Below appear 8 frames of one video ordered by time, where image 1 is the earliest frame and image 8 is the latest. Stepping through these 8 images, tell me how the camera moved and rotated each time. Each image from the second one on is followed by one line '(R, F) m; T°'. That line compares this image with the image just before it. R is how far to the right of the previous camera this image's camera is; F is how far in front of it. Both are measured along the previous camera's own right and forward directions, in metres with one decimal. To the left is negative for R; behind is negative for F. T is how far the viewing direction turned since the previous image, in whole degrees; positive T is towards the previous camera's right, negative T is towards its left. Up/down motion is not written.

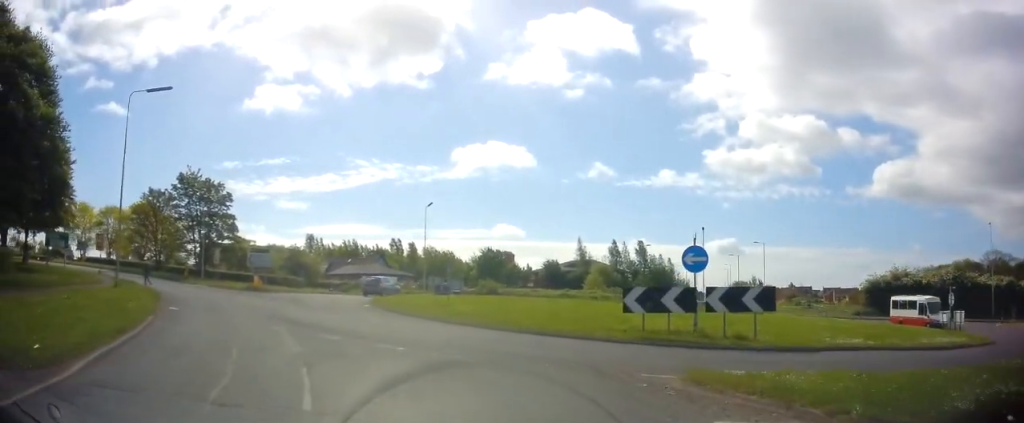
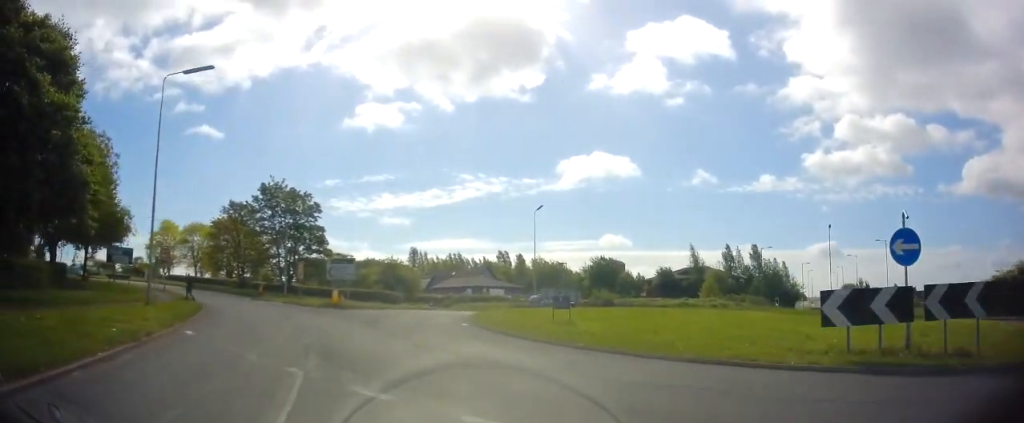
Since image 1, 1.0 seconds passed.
(-0.5, +5.7) m; -10°
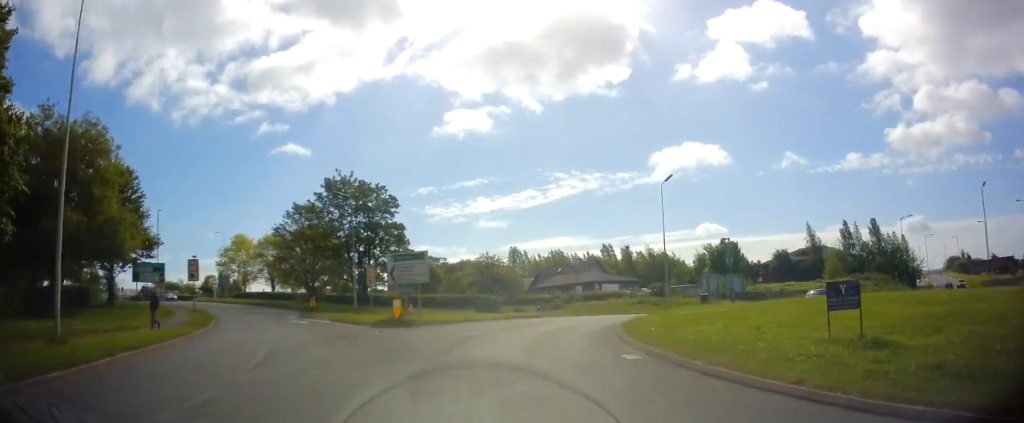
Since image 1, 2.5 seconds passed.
(-1.5, +10.8) m; -12°
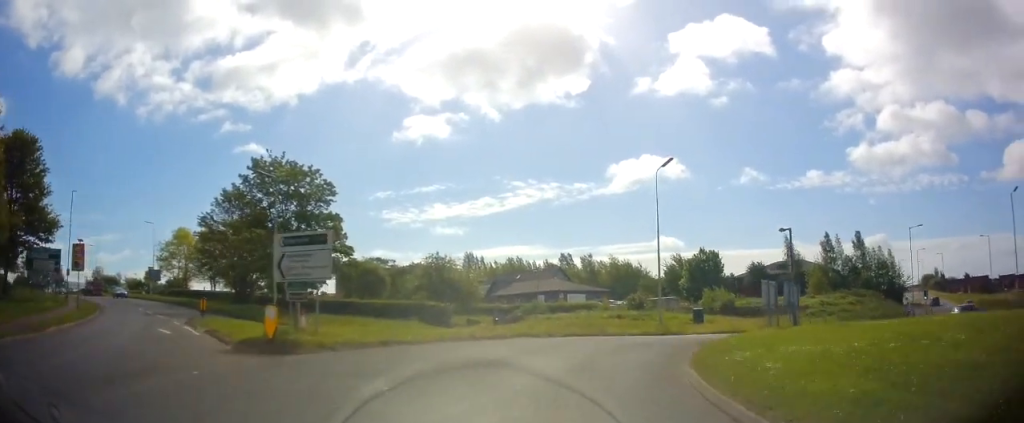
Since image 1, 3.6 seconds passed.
(-0.1, +9.3) m; +7°
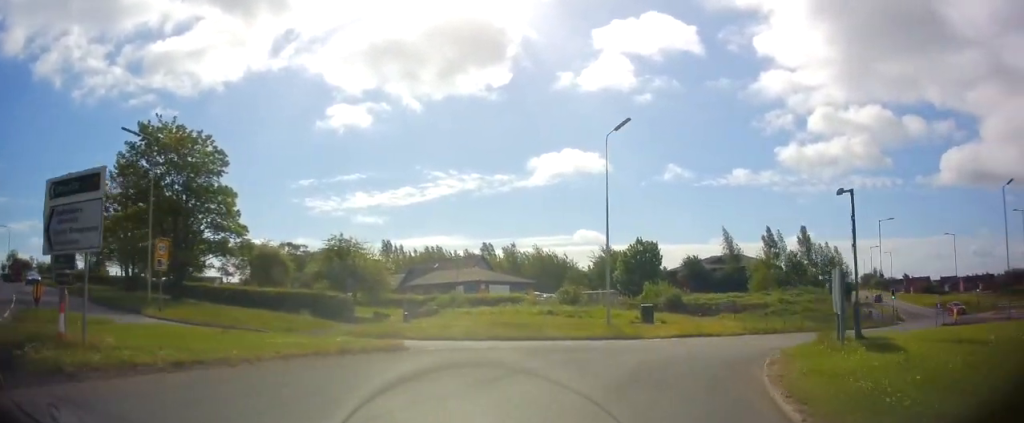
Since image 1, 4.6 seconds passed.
(+1.0, +7.1) m; +11°
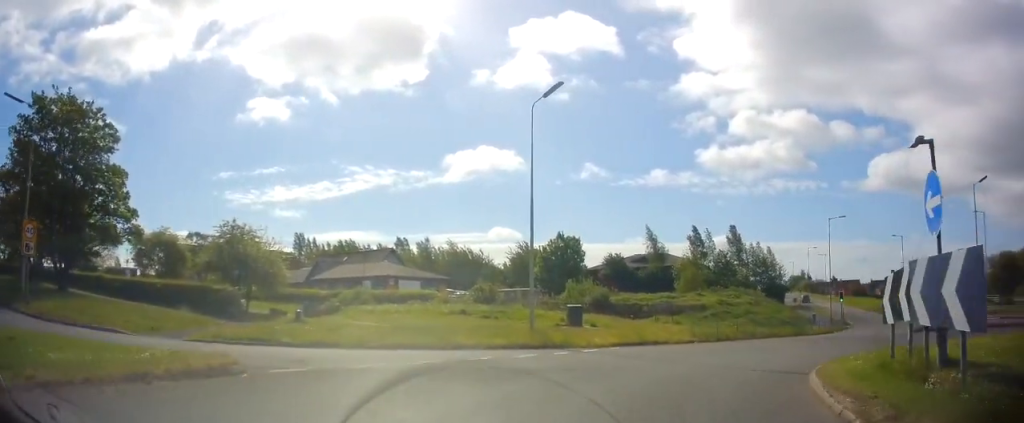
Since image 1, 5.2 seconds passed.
(+0.3, +4.8) m; +8°
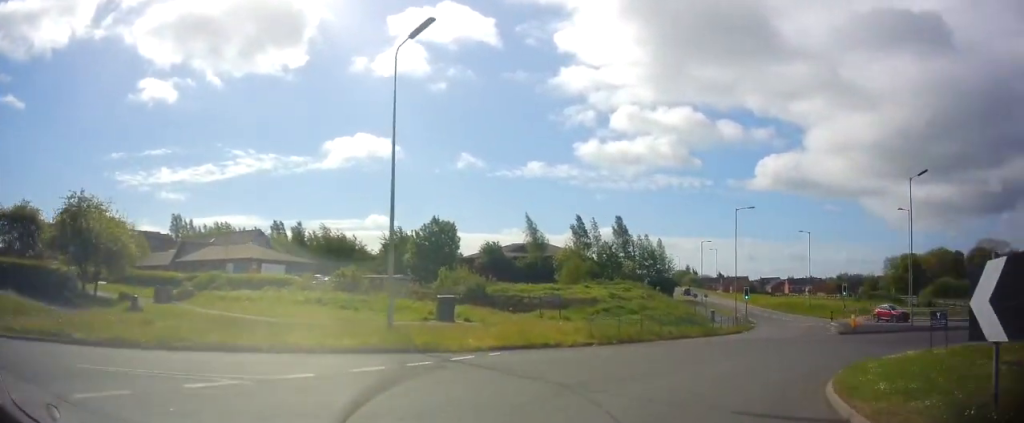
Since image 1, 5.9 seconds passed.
(+0.3, +4.8) m; +11°
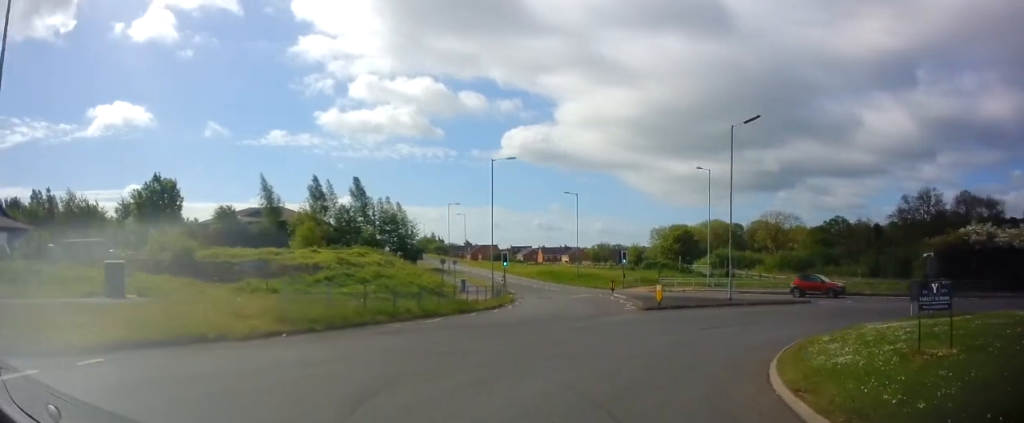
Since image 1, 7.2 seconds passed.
(+1.7, +7.8) m; +25°
